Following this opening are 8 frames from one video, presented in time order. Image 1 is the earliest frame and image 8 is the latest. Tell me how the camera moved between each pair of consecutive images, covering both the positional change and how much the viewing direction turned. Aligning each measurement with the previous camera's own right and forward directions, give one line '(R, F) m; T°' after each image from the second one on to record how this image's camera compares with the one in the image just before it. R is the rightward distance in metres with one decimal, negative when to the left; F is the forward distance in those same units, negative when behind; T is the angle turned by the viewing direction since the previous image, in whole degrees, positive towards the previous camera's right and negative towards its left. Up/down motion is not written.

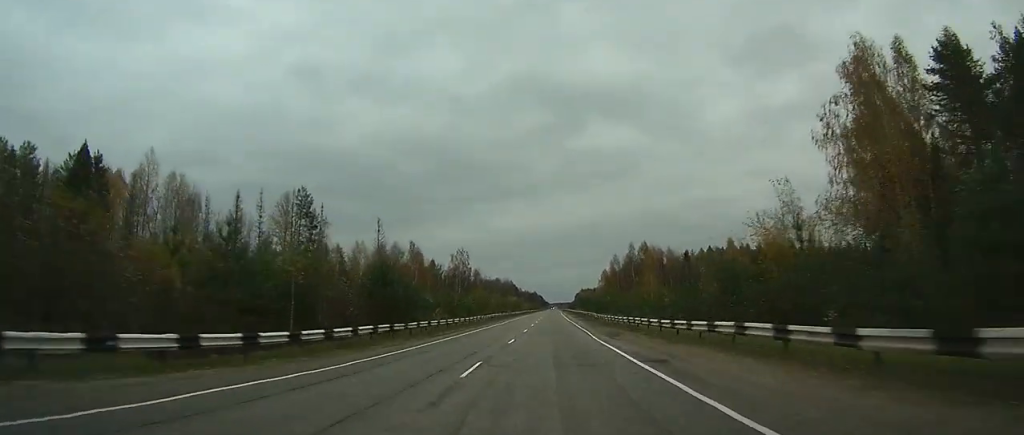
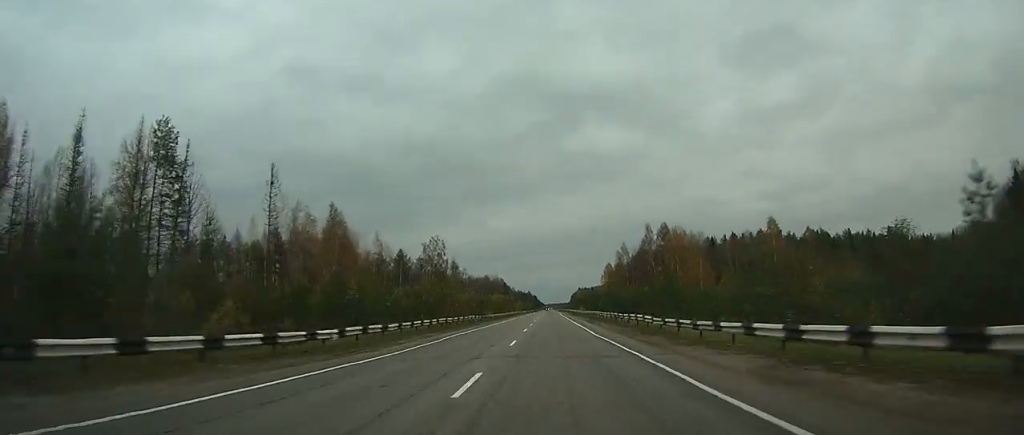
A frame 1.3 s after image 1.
(+0.2, +37.4) m; +1°
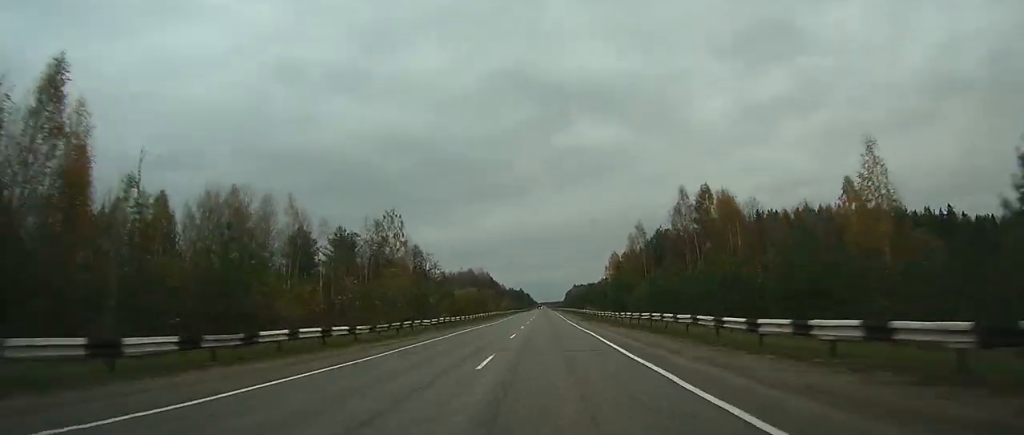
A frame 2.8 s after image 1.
(+0.1, +41.0) m; 0°
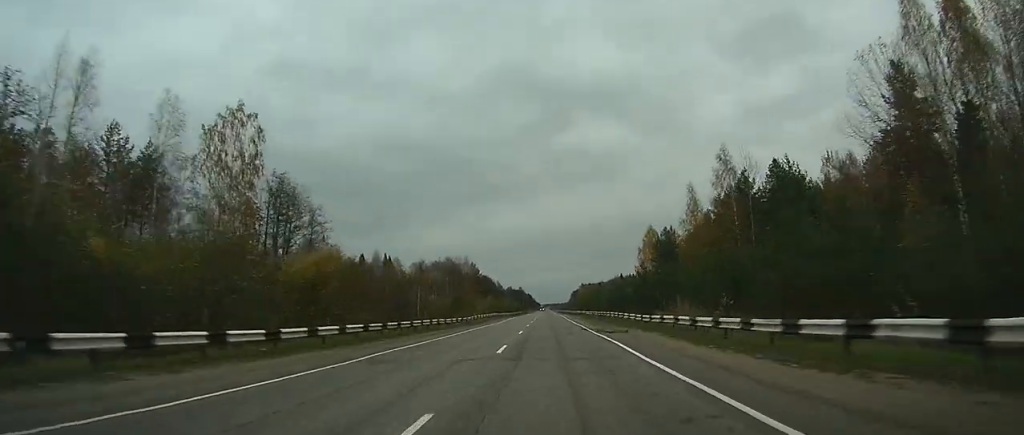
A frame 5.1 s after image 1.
(+0.2, +69.9) m; 0°
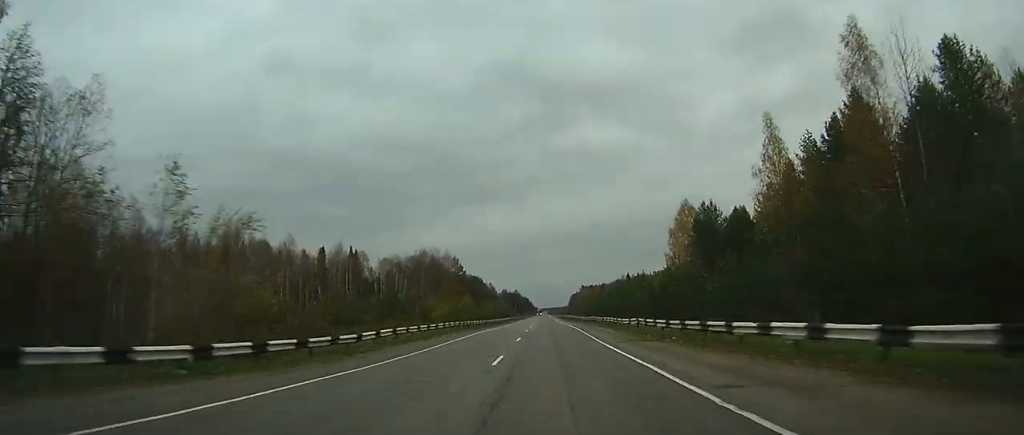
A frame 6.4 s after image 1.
(0.0, +38.4) m; 0°
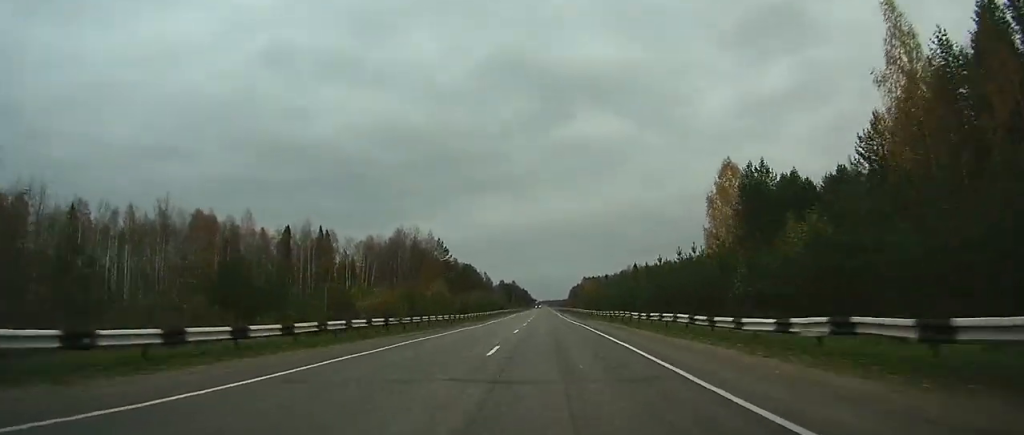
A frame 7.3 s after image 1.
(0.0, +26.2) m; 0°
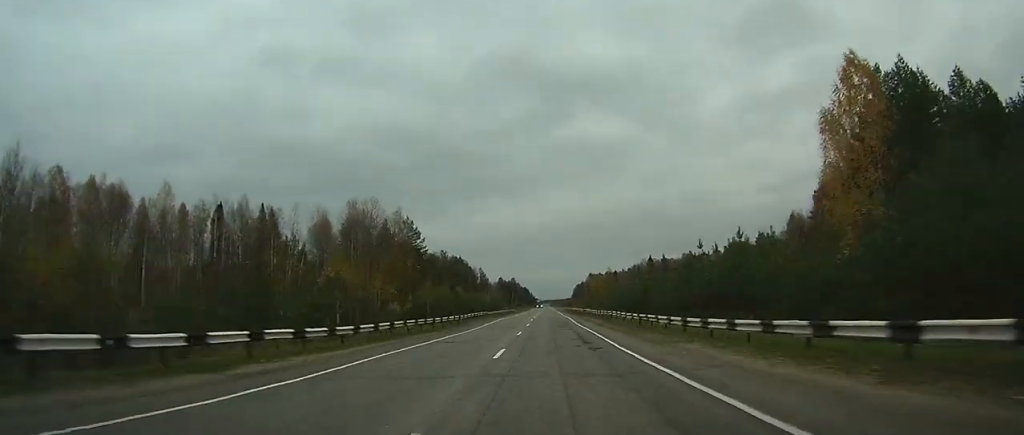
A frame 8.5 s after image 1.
(0.0, +35.0) m; 0°
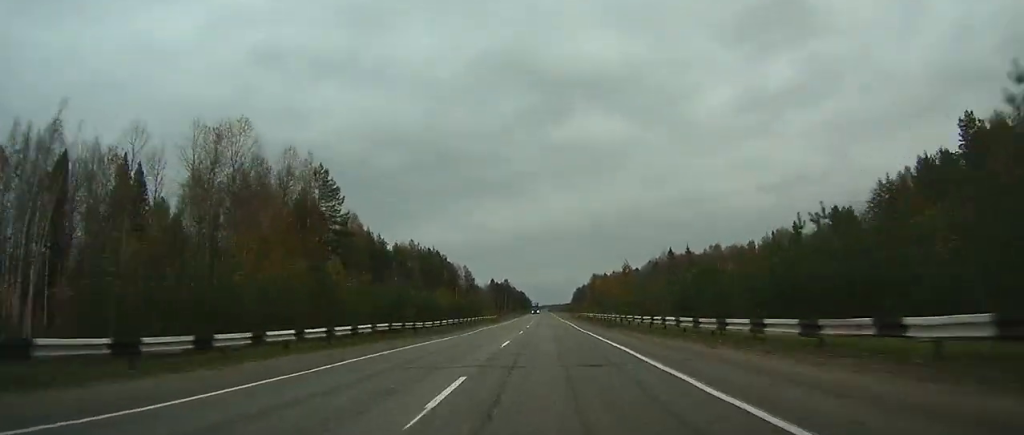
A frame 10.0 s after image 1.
(0.0, +43.8) m; 0°
